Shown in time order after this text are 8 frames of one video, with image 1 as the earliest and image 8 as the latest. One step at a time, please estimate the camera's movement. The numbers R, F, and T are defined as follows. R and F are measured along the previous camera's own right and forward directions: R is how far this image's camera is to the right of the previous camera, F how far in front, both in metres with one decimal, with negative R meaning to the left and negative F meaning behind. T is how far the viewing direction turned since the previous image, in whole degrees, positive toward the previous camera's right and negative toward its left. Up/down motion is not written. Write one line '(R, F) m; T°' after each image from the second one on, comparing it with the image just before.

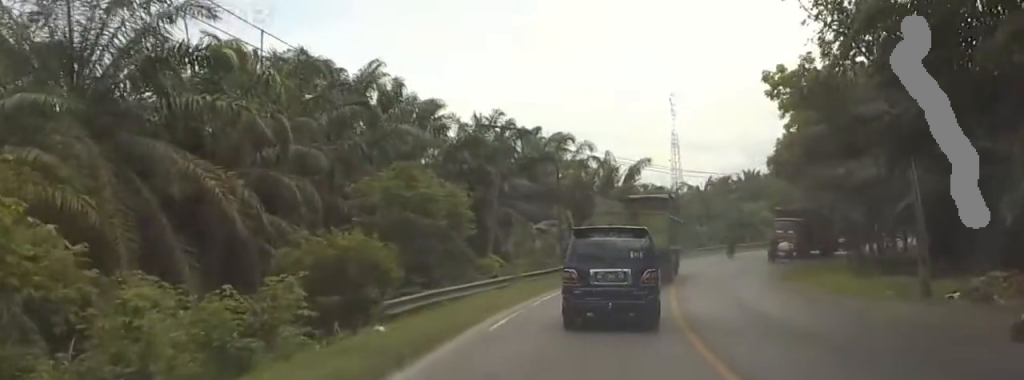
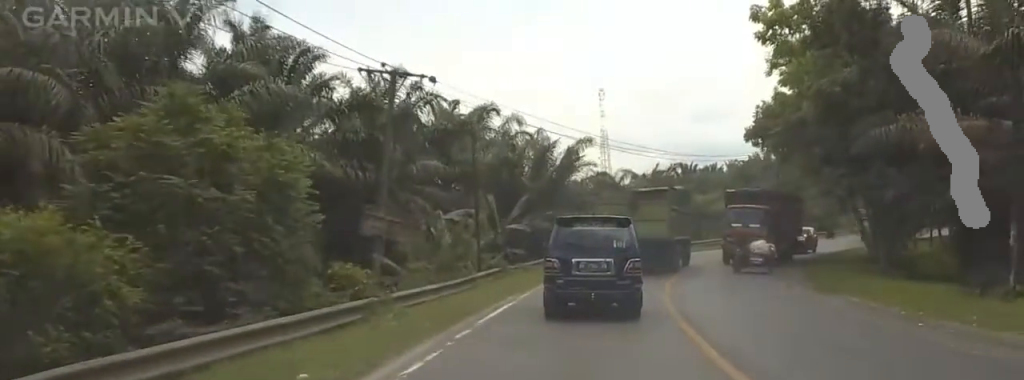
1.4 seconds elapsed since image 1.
(+0.9, +13.4) m; +4°
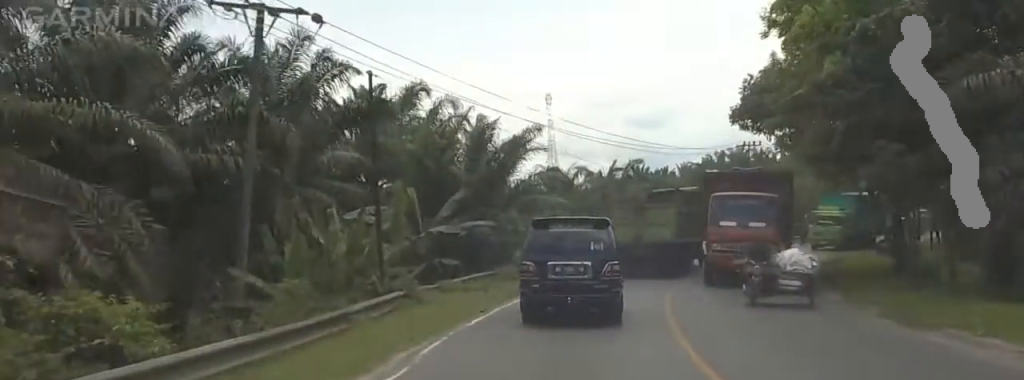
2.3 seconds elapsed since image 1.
(0.0, +9.5) m; 0°
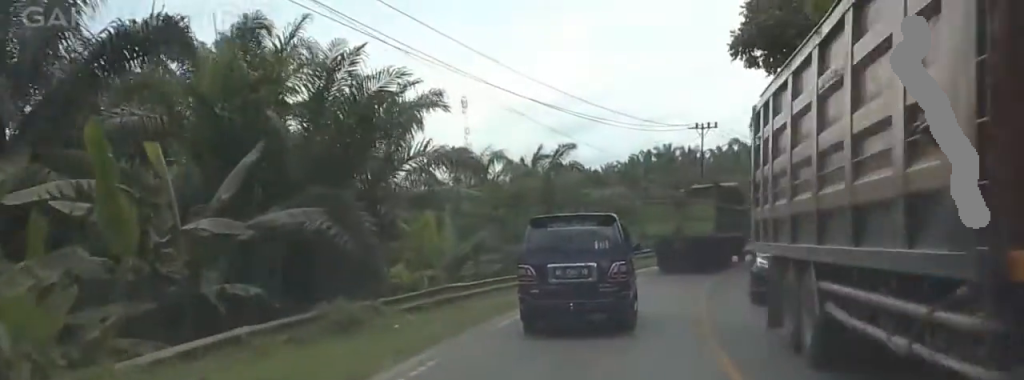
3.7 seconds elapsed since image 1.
(0.0, +14.5) m; +2°
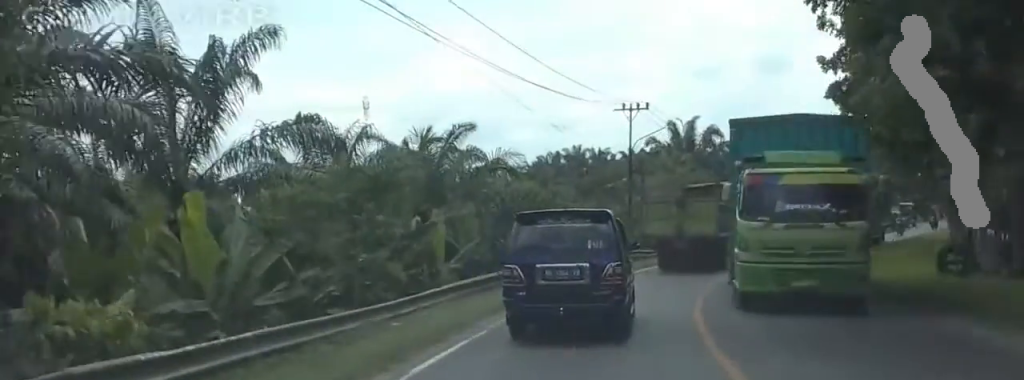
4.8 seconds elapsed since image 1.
(+0.6, +11.7) m; +10°
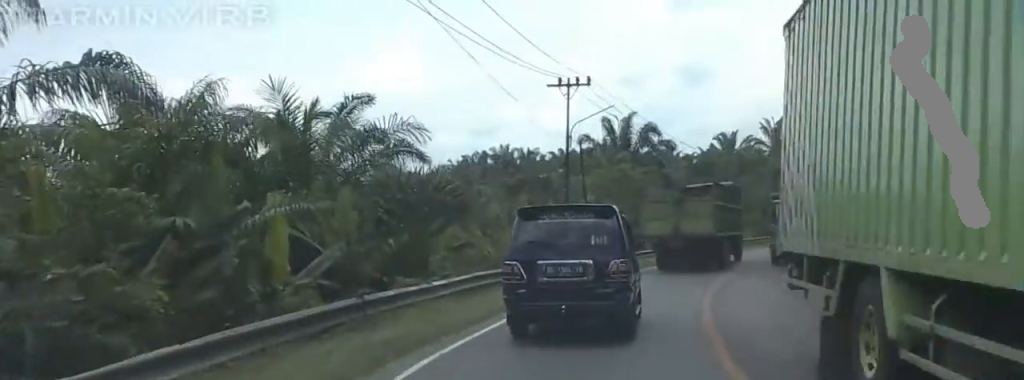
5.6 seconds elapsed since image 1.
(+1.0, +8.9) m; +8°
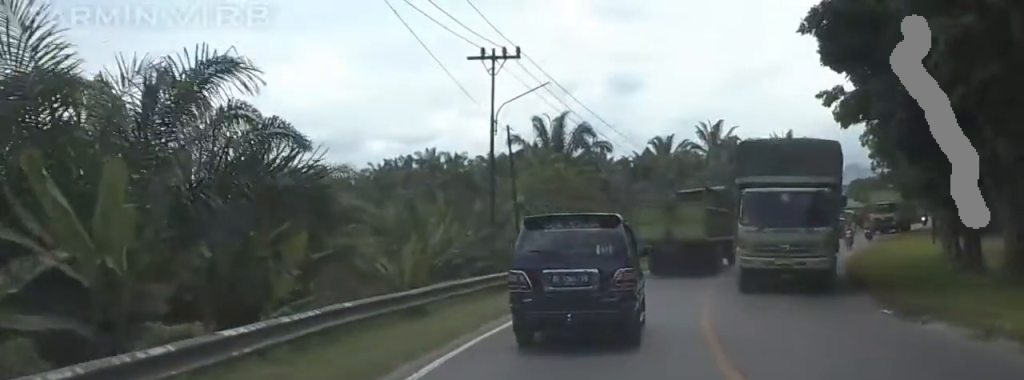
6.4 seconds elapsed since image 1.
(+0.1, +8.0) m; +6°
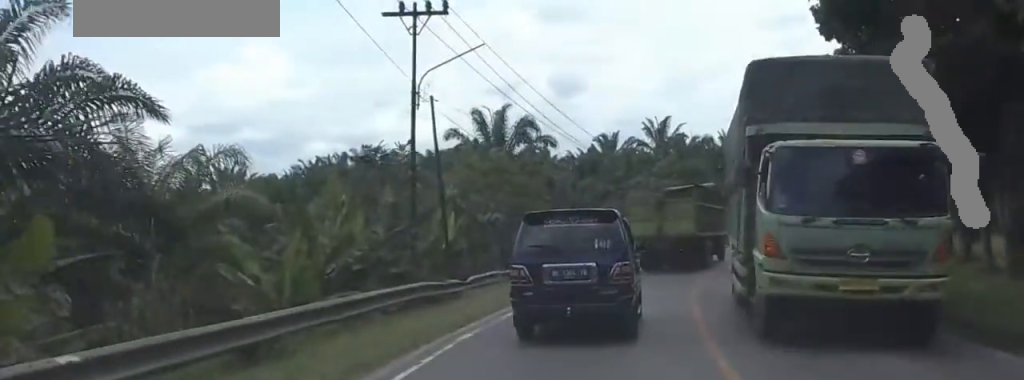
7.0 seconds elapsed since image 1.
(+0.5, +6.3) m; +1°
